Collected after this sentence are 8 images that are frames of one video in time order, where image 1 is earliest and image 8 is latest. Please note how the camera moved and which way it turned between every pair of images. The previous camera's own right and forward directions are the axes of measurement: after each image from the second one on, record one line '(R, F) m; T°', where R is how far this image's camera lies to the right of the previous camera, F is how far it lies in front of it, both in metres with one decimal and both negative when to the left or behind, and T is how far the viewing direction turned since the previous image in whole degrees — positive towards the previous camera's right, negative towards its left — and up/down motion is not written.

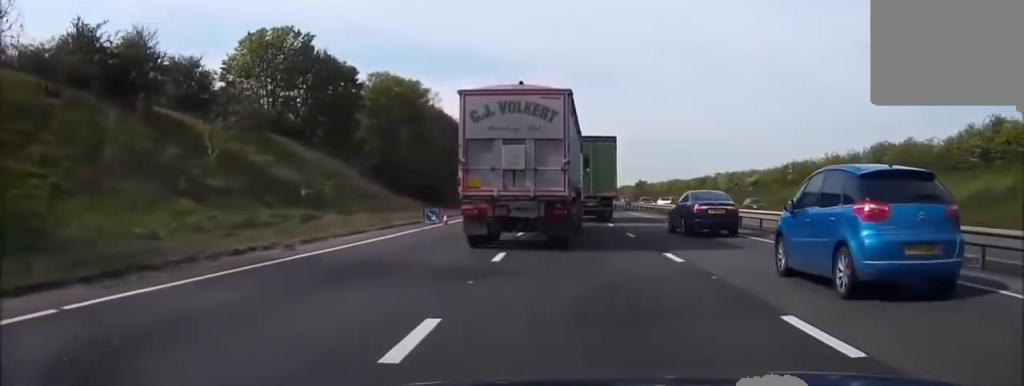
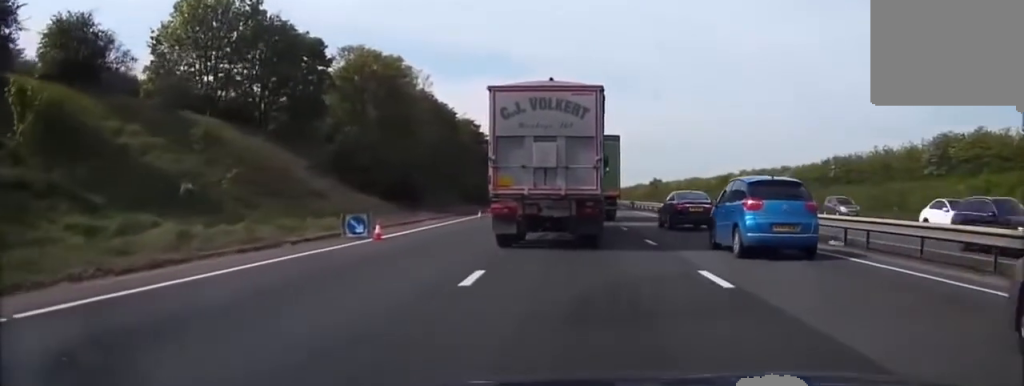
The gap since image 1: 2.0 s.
(0.0, +13.9) m; -1°
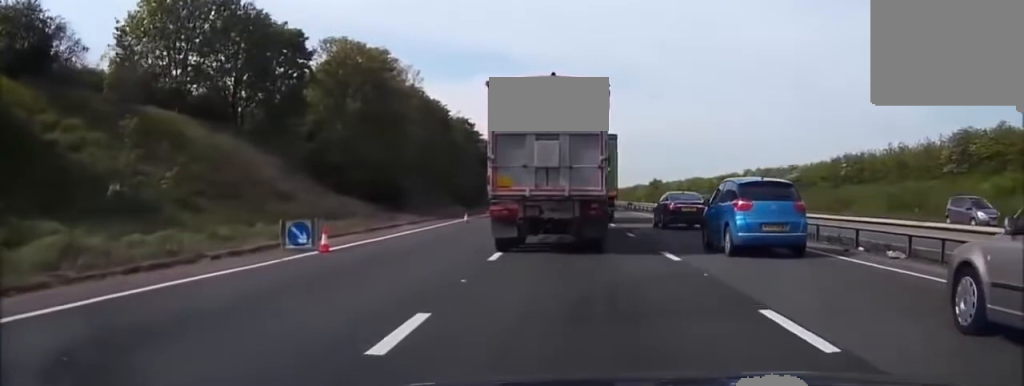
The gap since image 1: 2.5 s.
(0.0, +4.5) m; -1°
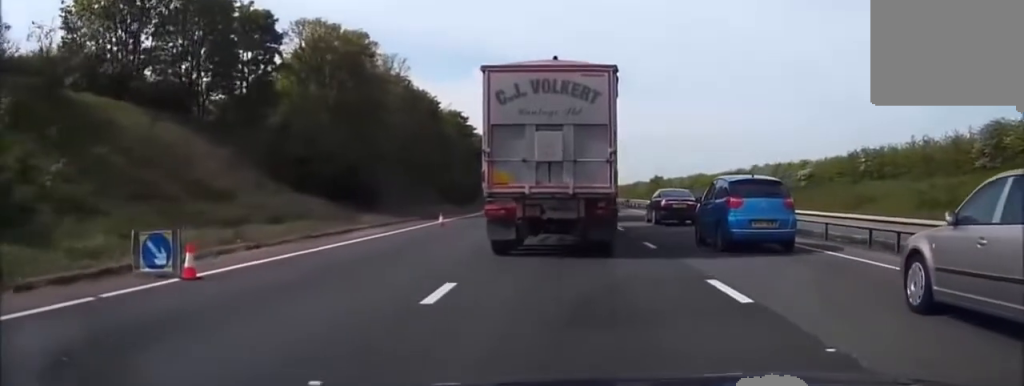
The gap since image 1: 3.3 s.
(-0.1, +6.1) m; 0°
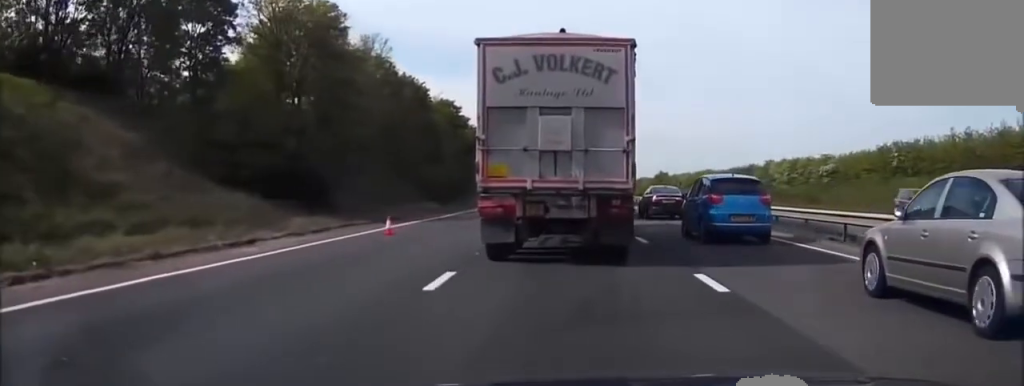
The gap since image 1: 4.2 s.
(+0.1, +7.8) m; 0°
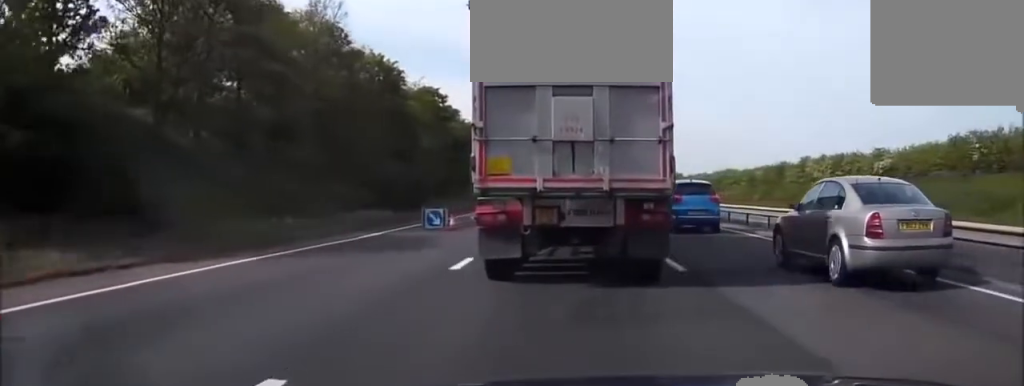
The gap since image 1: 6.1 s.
(-0.2, +15.4) m; -1°
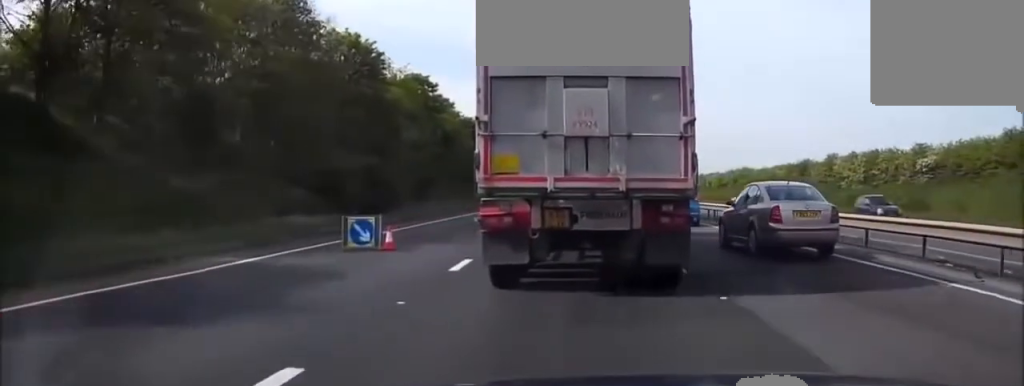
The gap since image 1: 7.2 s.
(+0.1, +8.6) m; +1°
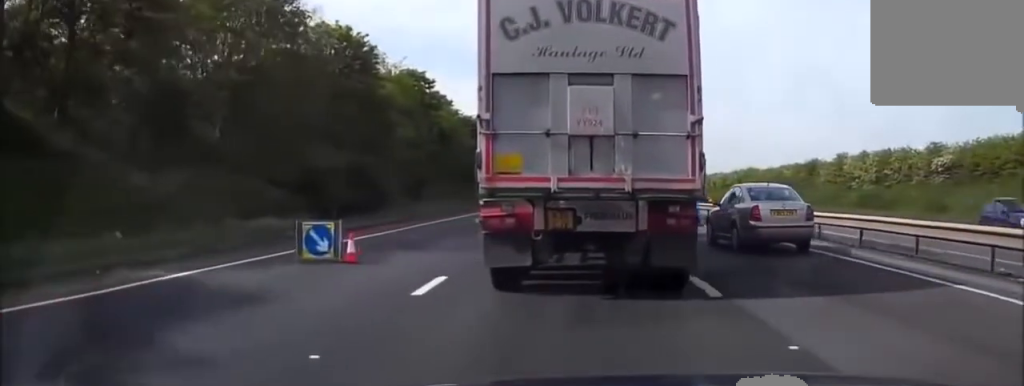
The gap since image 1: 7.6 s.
(0.0, +2.9) m; 0°
